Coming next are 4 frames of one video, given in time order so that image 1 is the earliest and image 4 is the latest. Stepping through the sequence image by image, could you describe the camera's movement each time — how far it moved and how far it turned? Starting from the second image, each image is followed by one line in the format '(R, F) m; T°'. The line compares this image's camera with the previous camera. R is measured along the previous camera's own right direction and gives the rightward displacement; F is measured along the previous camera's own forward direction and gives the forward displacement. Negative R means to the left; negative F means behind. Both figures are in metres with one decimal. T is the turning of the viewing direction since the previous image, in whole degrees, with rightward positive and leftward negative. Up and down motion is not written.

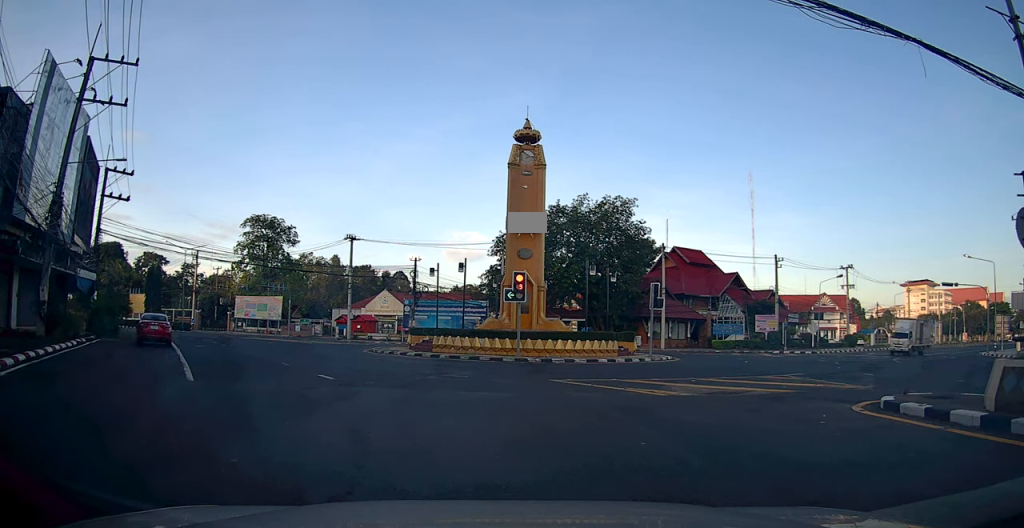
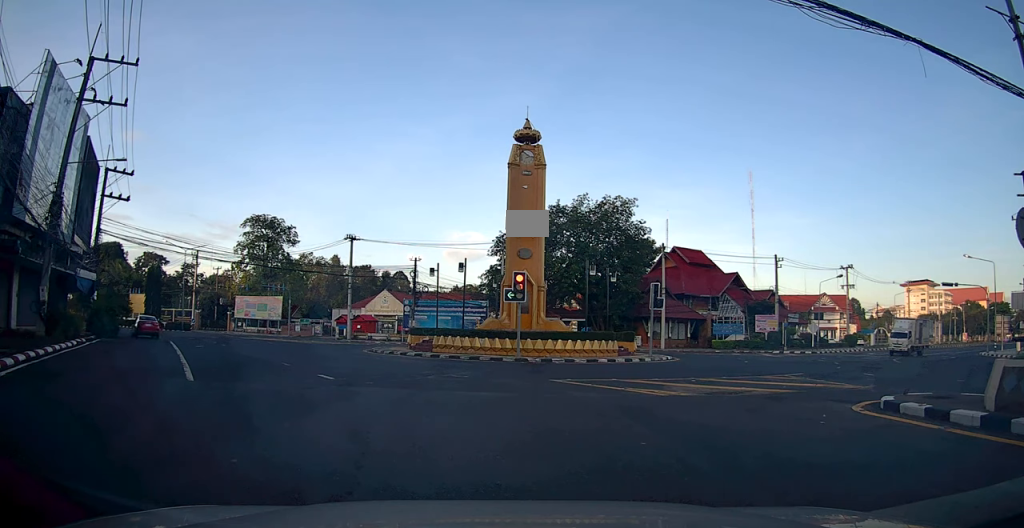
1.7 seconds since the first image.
(0.0, 0.0) m; 0°
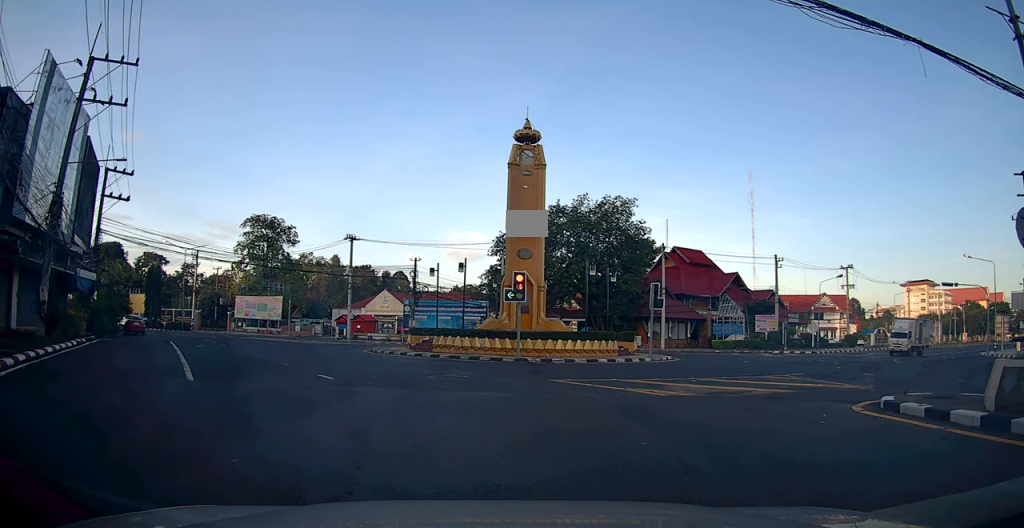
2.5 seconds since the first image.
(0.0, 0.0) m; 0°
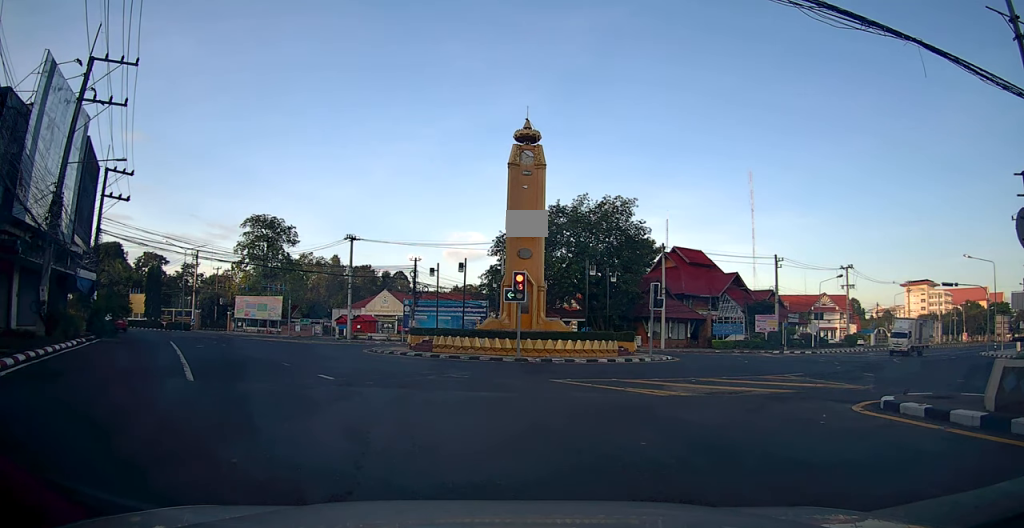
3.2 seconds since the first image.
(0.0, 0.0) m; 0°
